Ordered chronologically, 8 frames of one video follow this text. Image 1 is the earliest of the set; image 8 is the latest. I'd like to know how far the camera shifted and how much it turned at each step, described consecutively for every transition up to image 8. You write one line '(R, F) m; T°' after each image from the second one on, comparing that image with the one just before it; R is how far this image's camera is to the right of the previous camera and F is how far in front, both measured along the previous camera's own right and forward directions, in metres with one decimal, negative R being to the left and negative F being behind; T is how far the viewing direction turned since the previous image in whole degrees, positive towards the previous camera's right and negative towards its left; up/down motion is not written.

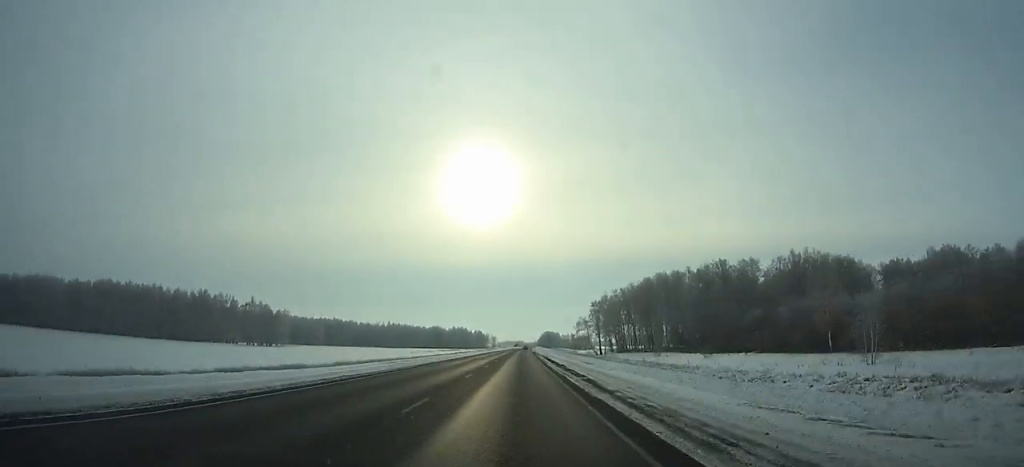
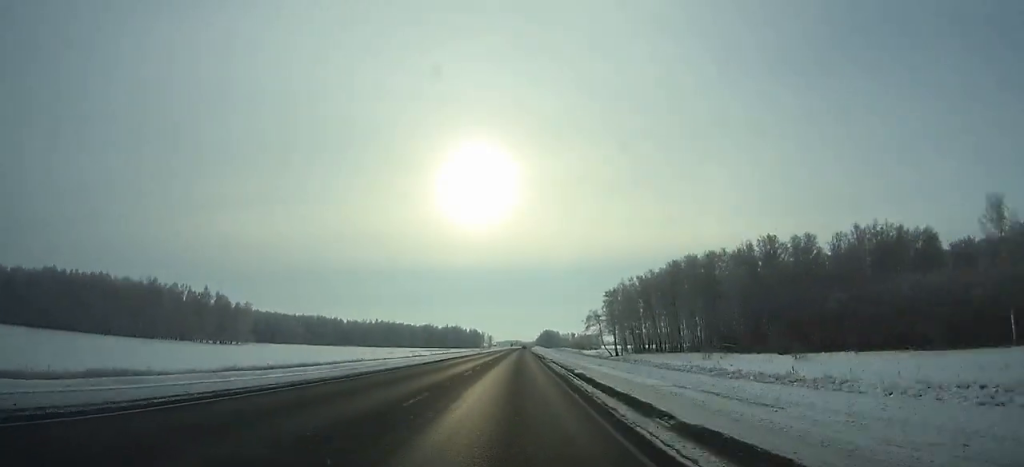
(0.0, +35.4) m; 0°
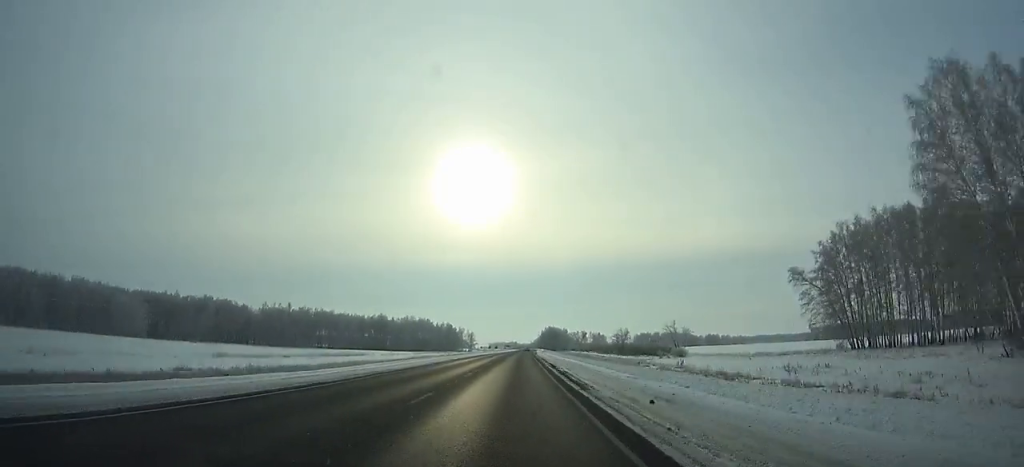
(+0.6, +167.8) m; 0°
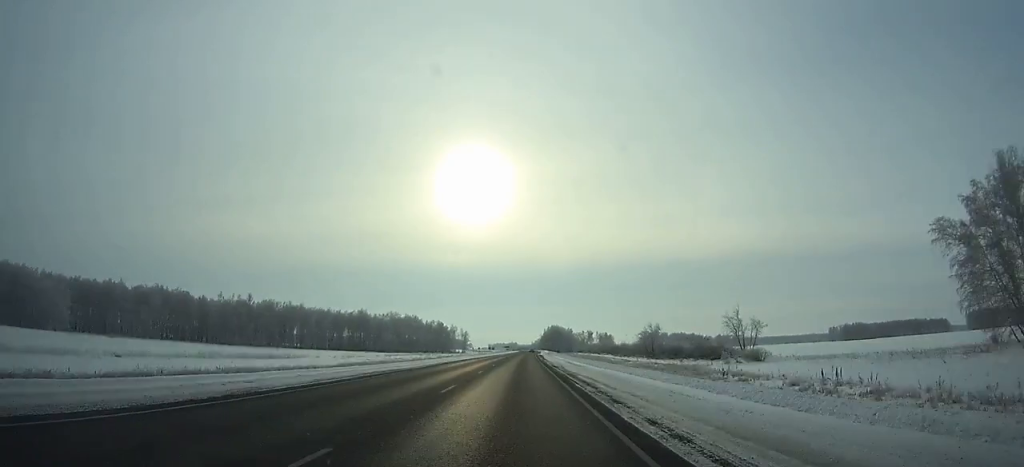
(-0.1, +44.3) m; 0°
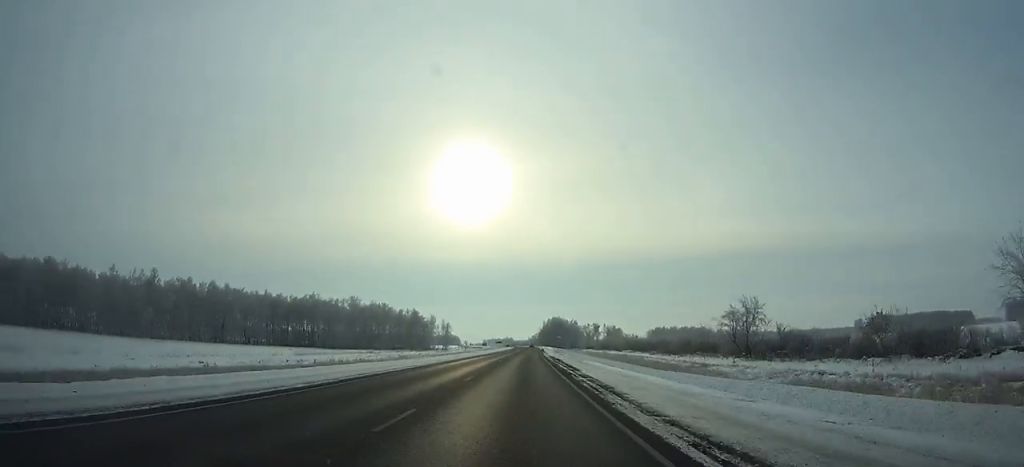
(+0.4, +66.4) m; +1°
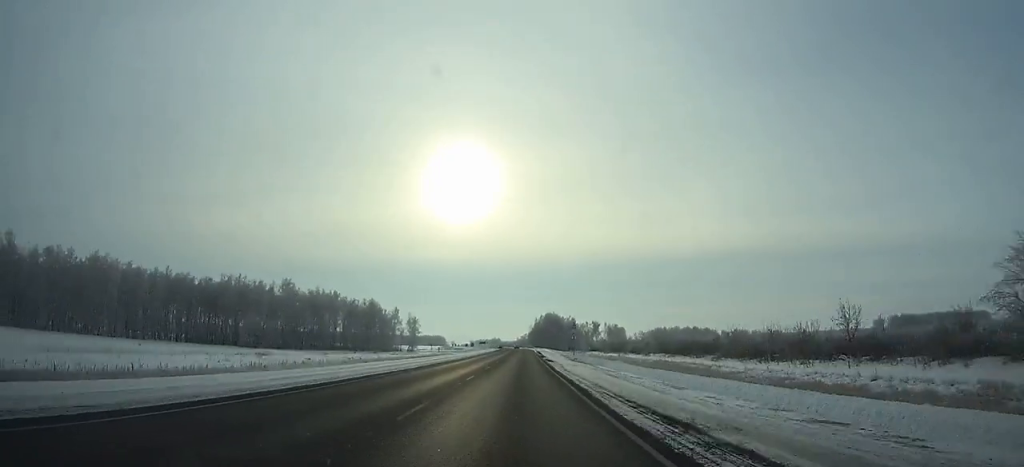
(+0.3, +57.9) m; 0°
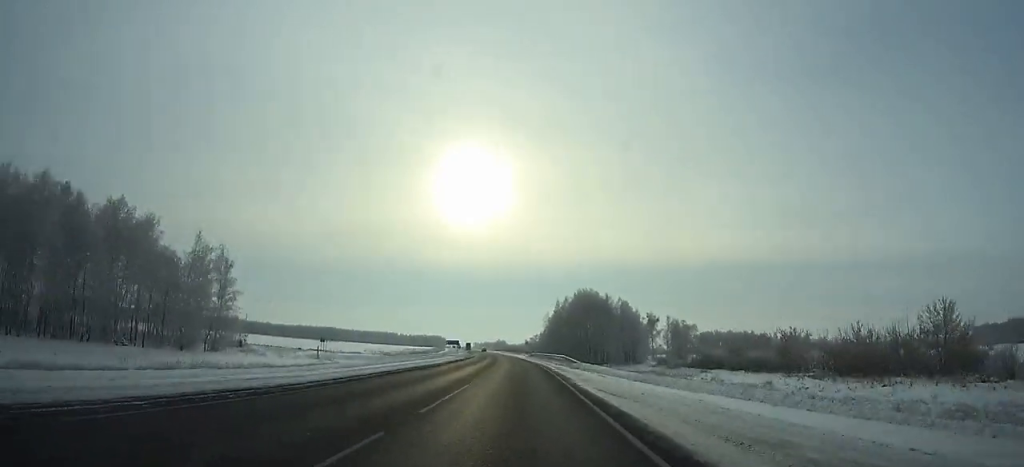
(-1.4, +145.1) m; -3°
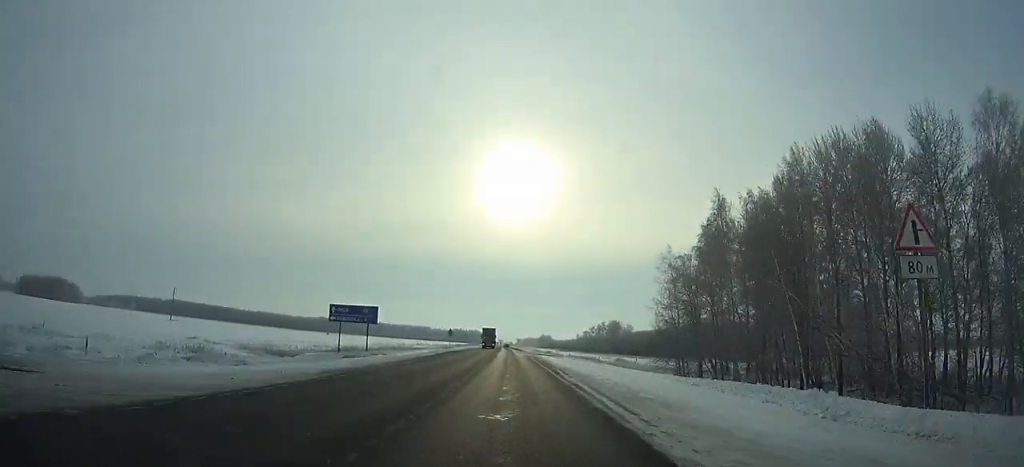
(-4.3, +113.5) m; -3°
